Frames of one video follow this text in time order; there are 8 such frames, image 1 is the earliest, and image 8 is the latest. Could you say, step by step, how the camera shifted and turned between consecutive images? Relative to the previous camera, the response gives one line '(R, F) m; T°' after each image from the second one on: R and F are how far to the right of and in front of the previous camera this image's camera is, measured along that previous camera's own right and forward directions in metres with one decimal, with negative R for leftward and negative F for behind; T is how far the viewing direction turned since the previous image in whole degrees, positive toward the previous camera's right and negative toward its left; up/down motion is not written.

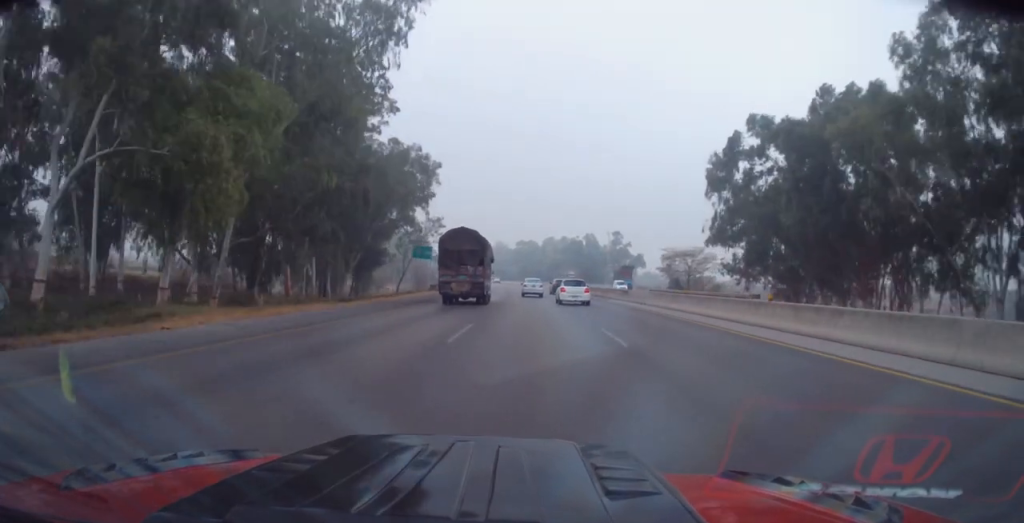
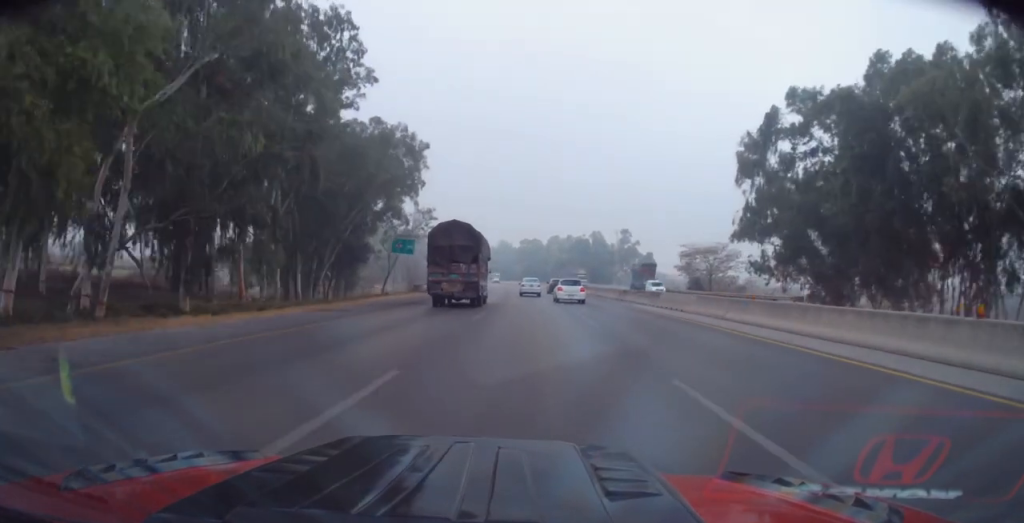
(-0.1, +10.3) m; -1°
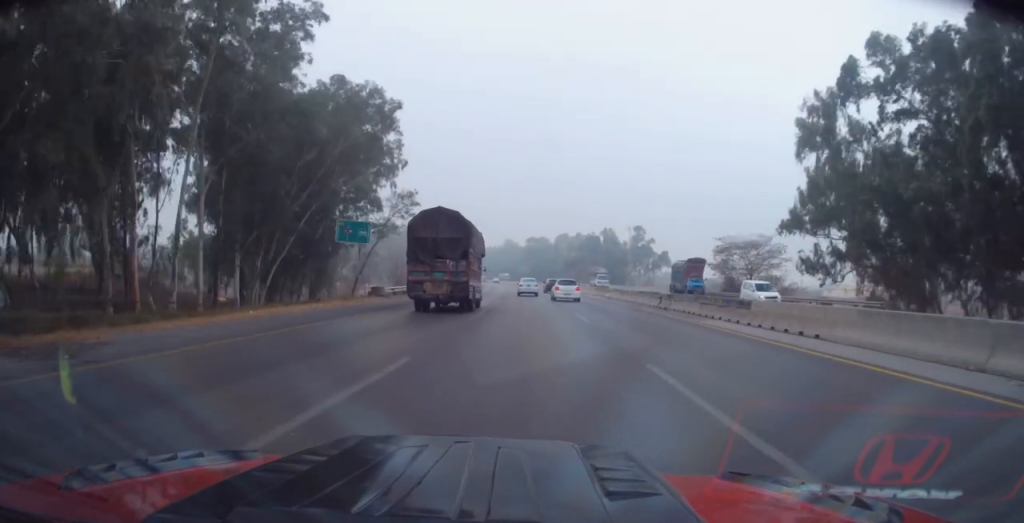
(-0.4, +14.5) m; -1°
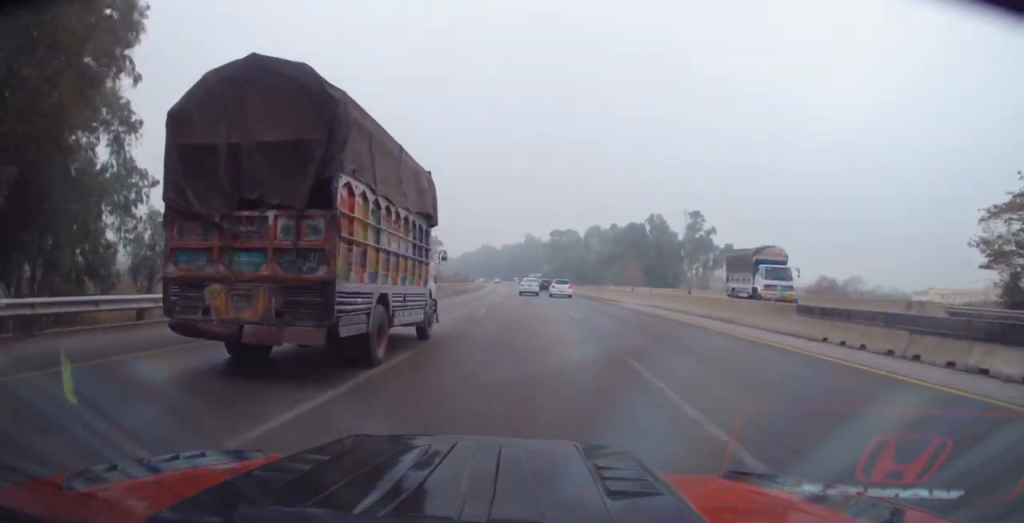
(-0.7, +47.9) m; -3°
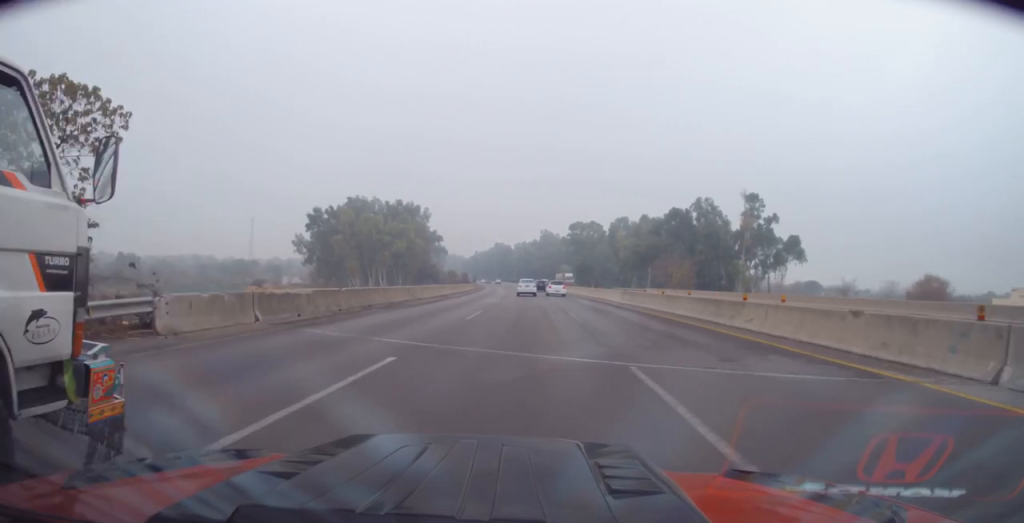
(-0.6, +32.8) m; -1°
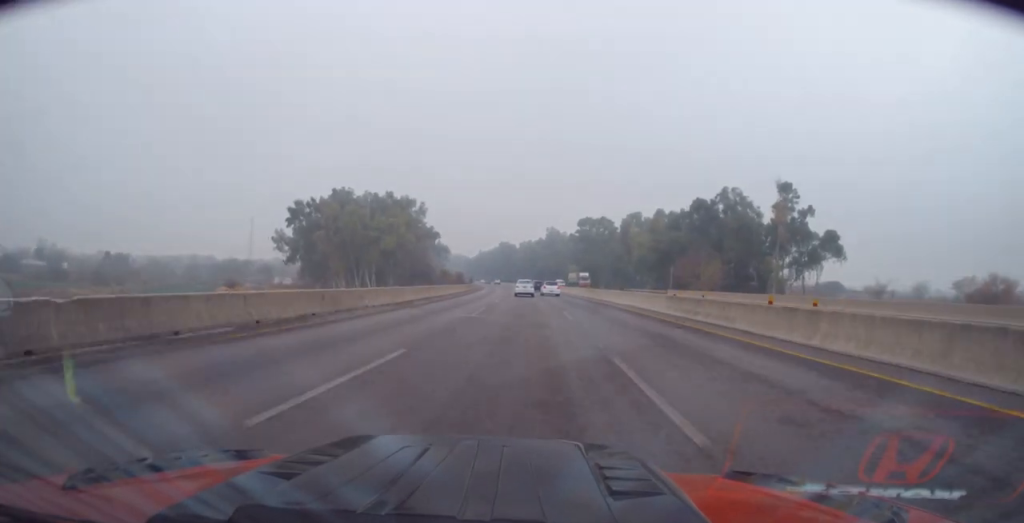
(0.0, +14.7) m; 0°
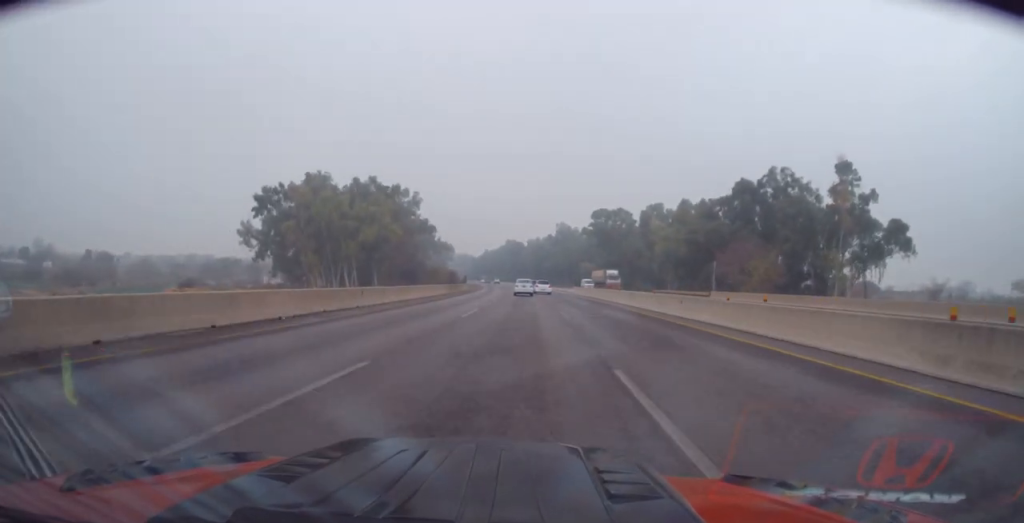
(0.0, +19.9) m; -1°
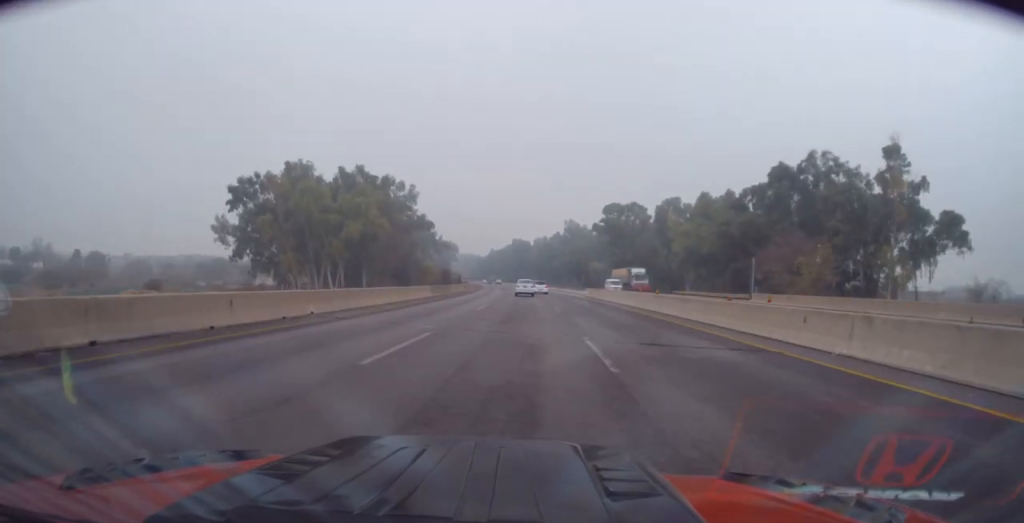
(-0.2, +12.2) m; 0°
